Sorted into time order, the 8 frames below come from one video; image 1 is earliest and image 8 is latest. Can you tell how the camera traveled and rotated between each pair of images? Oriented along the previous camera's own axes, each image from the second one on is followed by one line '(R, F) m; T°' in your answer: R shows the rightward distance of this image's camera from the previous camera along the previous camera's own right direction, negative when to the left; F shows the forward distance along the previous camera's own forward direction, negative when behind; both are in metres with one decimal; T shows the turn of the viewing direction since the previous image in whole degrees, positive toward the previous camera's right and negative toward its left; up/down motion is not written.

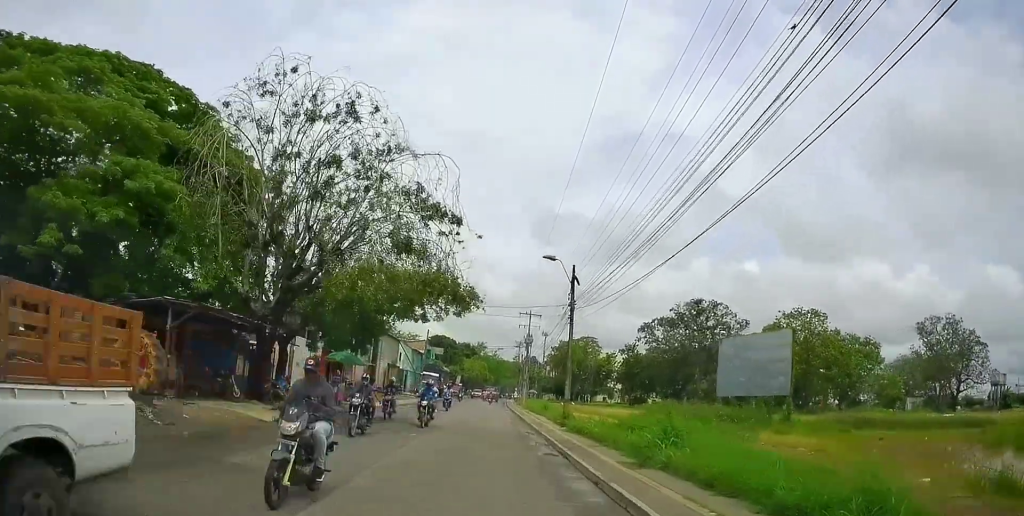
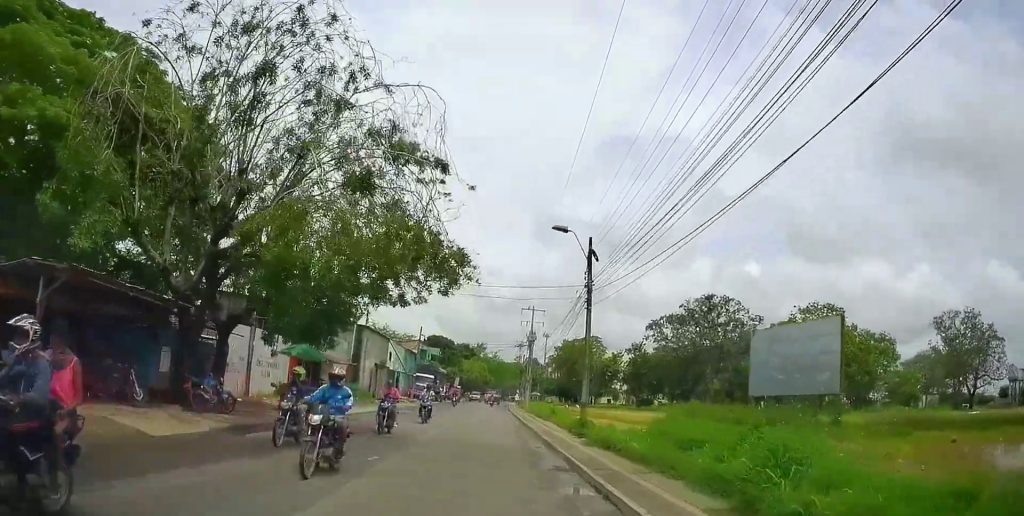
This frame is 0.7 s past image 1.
(-0.3, +5.6) m; -3°
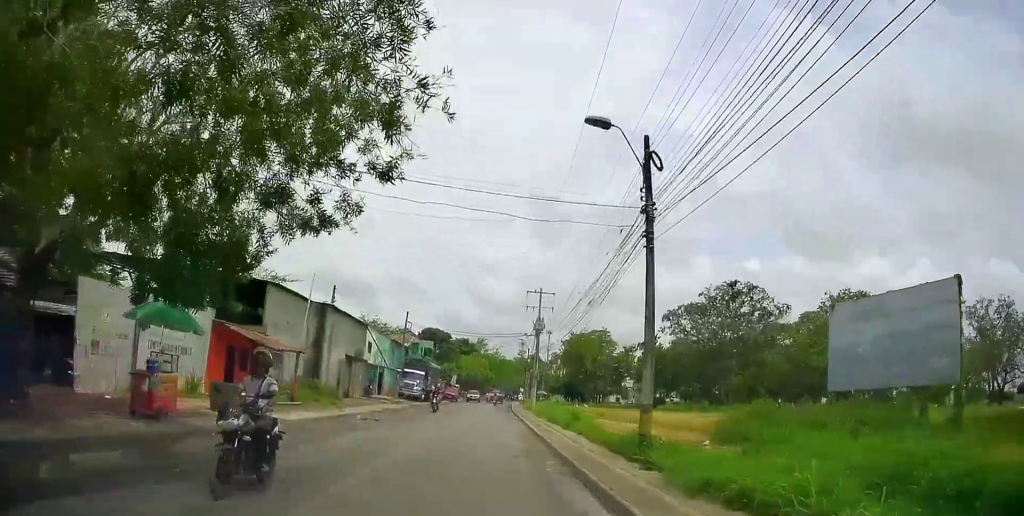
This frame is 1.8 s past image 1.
(-0.2, +9.0) m; -2°
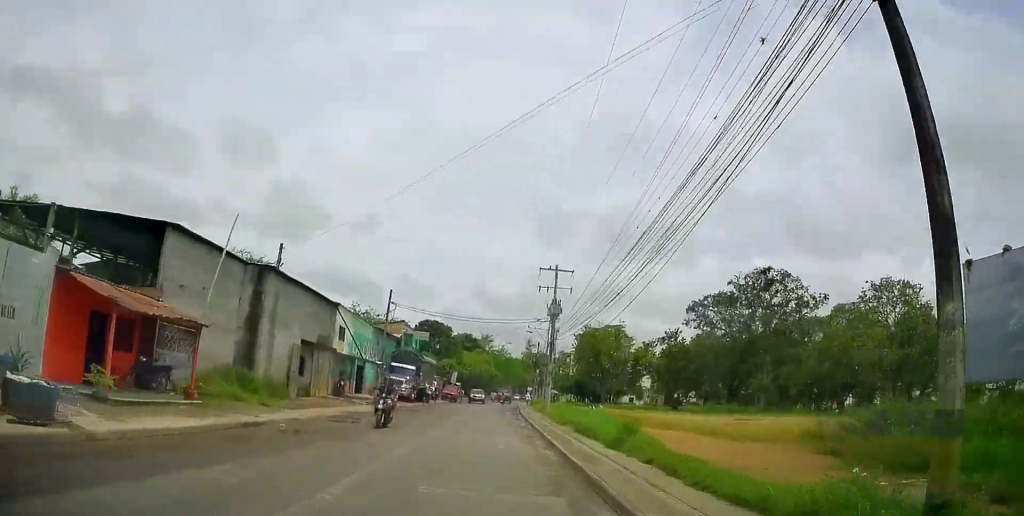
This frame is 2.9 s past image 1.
(0.0, +8.8) m; 0°
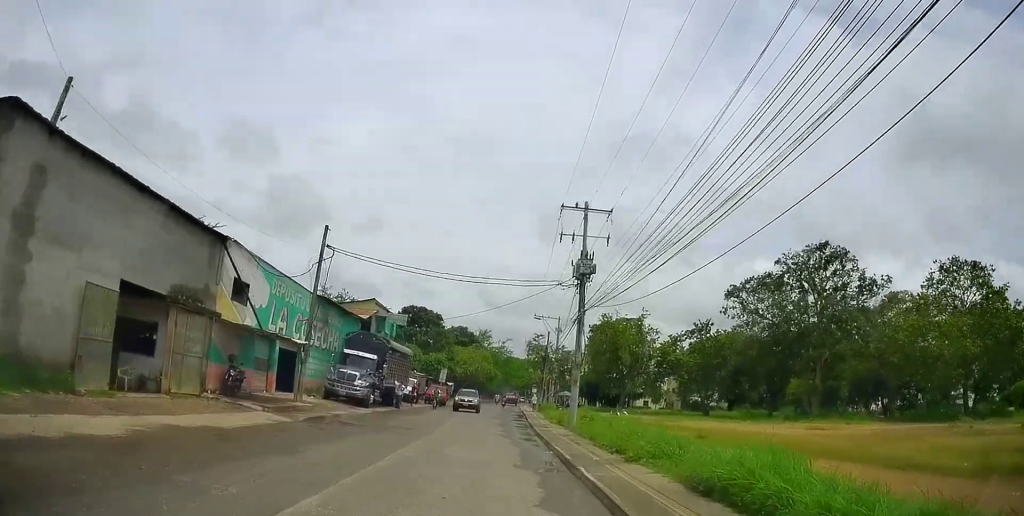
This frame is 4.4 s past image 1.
(+0.1, +13.8) m; +1°
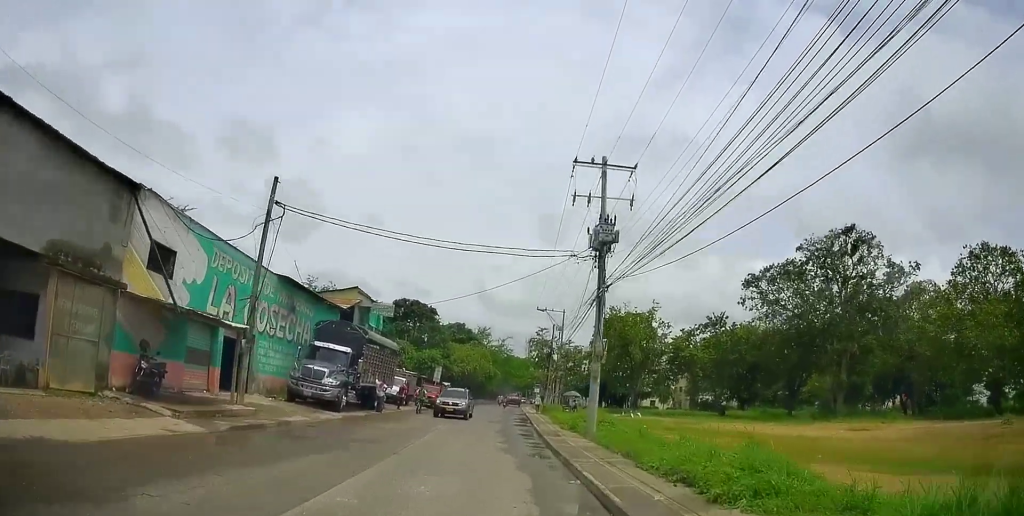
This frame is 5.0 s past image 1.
(0.0, +5.3) m; 0°
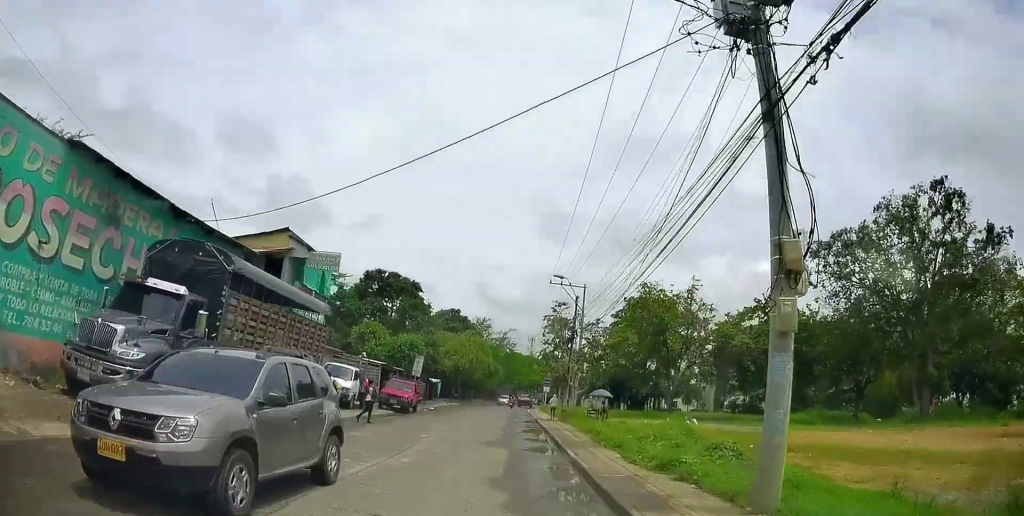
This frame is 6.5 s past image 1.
(0.0, +14.2) m; 0°
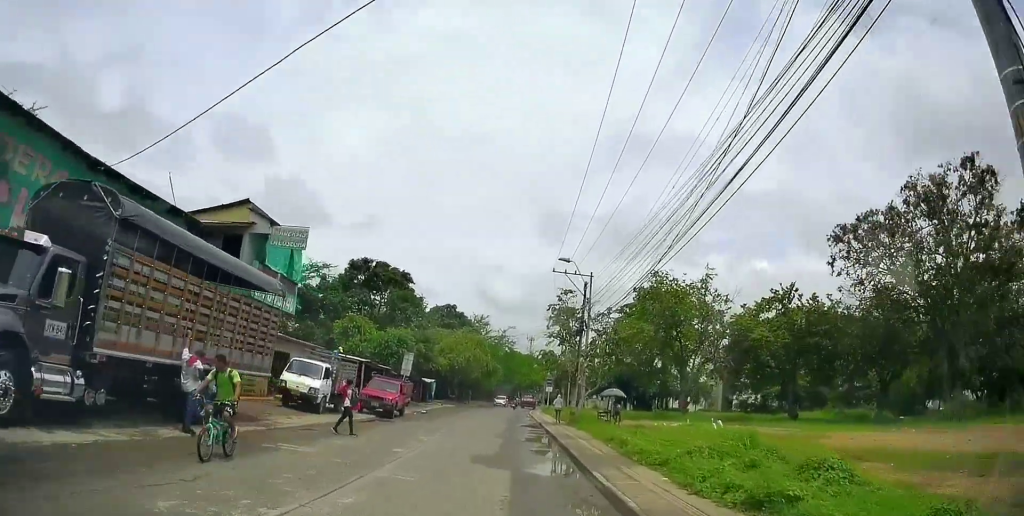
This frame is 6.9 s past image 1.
(0.0, +4.3) m; 0°
